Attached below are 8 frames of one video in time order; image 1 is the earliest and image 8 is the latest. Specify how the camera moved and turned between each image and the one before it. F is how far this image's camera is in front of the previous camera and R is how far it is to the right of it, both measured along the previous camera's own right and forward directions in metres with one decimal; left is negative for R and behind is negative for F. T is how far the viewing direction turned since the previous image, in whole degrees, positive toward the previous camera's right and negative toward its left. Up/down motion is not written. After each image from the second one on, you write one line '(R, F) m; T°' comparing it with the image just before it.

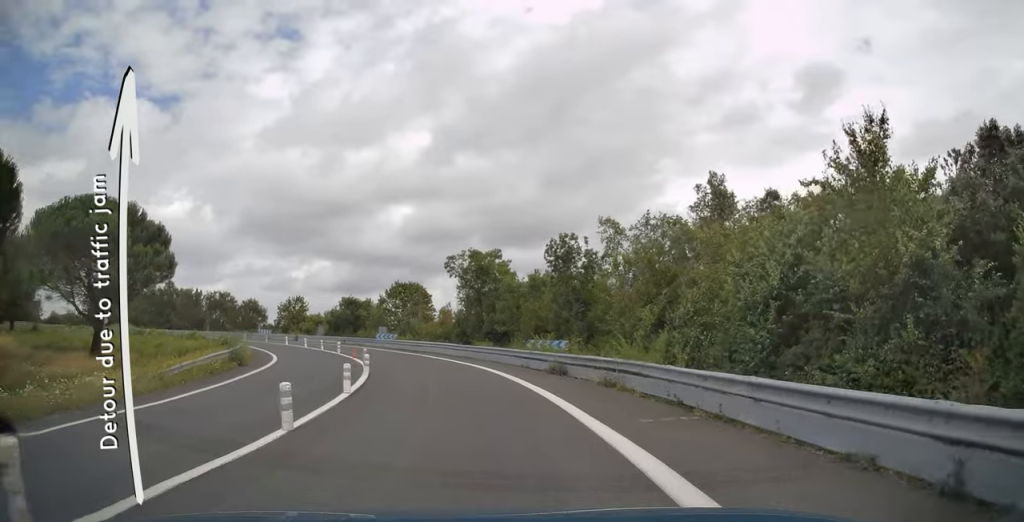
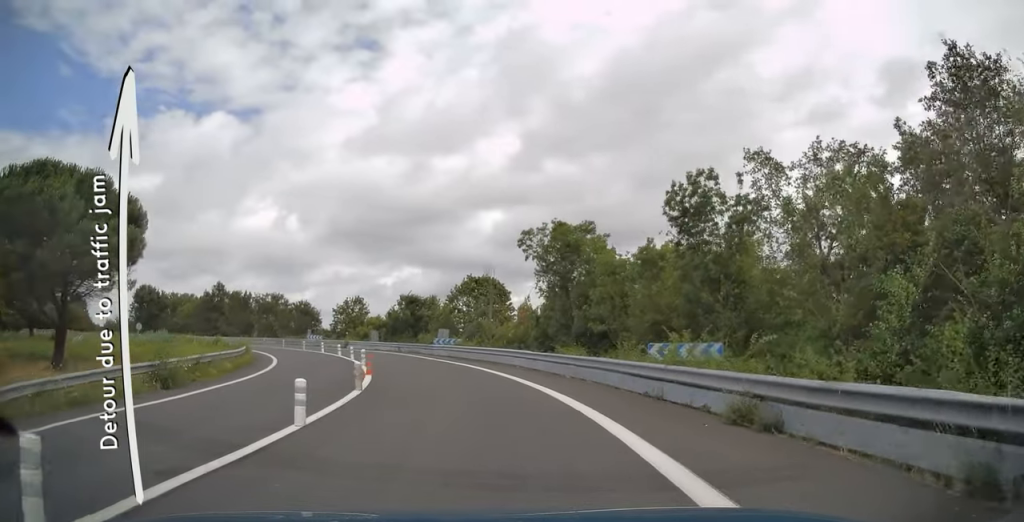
(-0.9, +12.5) m; -10°
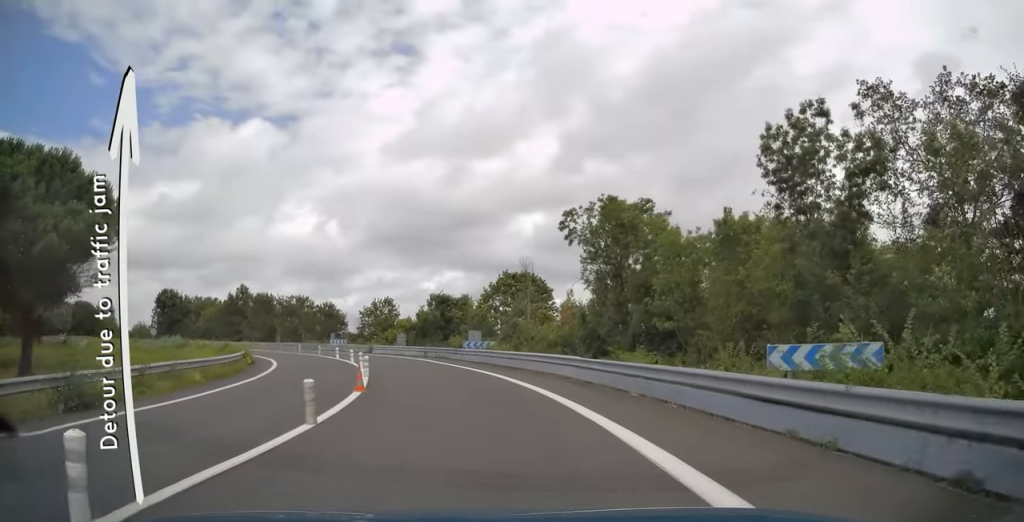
(-0.4, +5.9) m; -4°
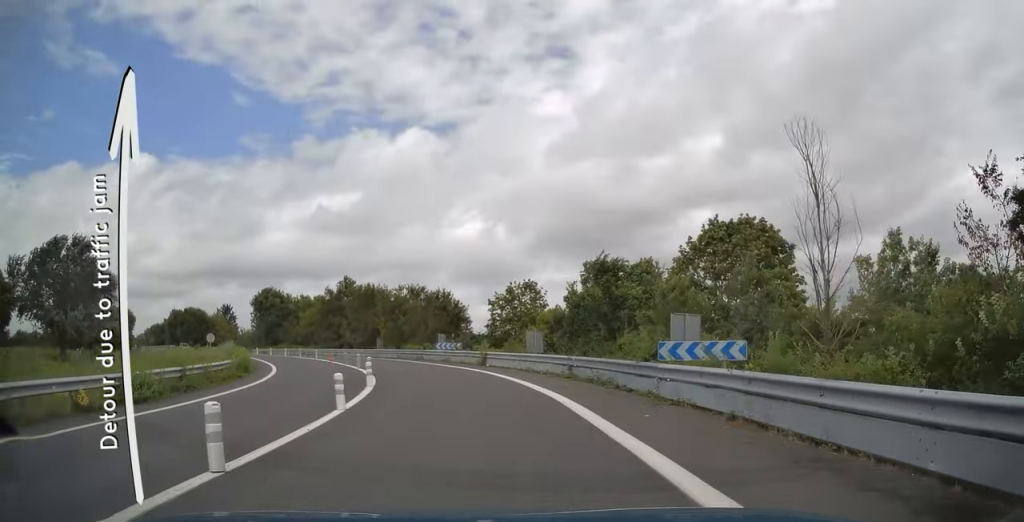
(-3.3, +22.8) m; -16°
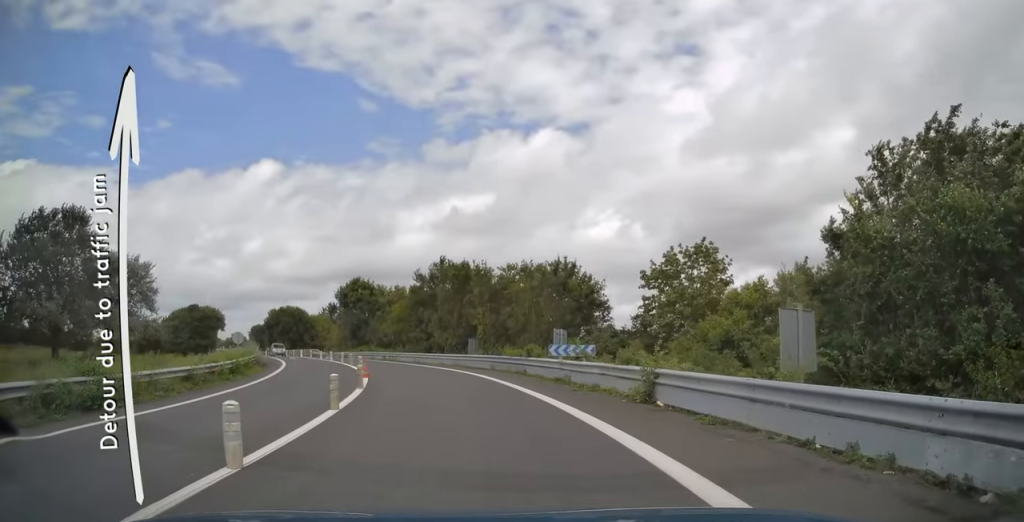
(-2.1, +19.1) m; -13°
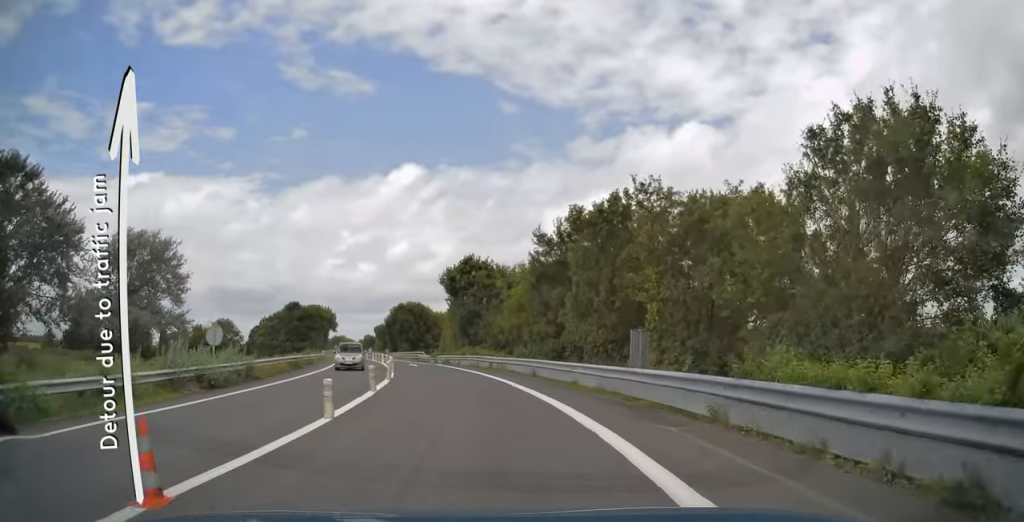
(-2.7, +20.8) m; -14°
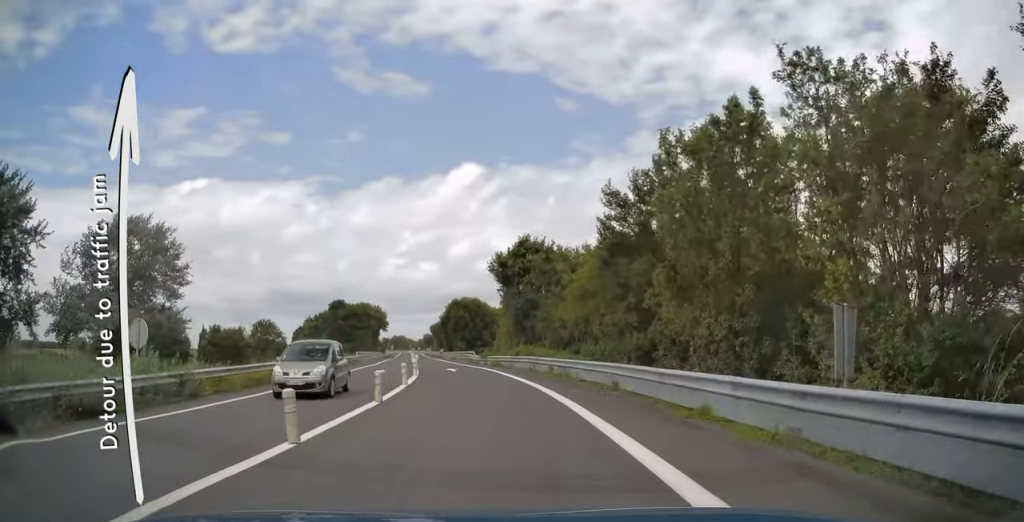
(-0.6, +9.6) m; -4°
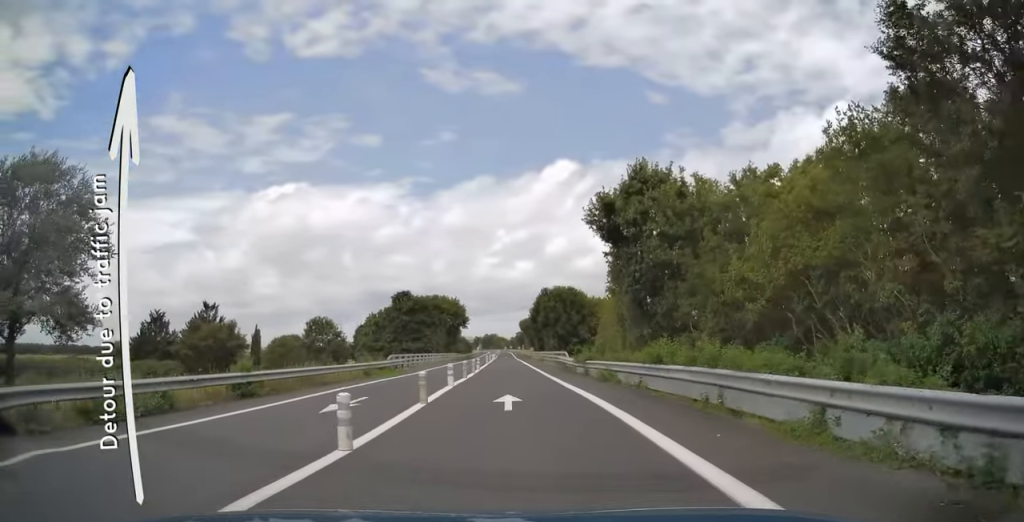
(-1.0, +19.8) m; -8°
